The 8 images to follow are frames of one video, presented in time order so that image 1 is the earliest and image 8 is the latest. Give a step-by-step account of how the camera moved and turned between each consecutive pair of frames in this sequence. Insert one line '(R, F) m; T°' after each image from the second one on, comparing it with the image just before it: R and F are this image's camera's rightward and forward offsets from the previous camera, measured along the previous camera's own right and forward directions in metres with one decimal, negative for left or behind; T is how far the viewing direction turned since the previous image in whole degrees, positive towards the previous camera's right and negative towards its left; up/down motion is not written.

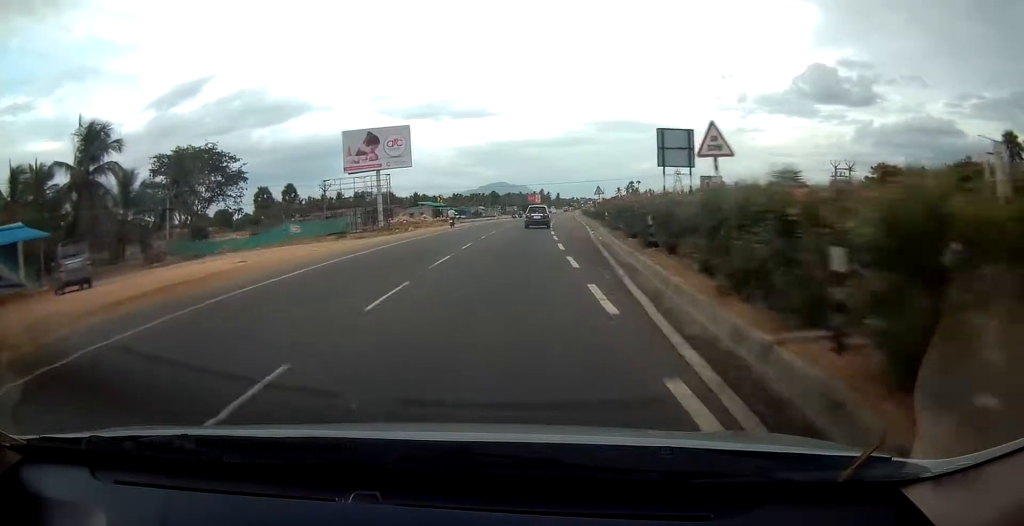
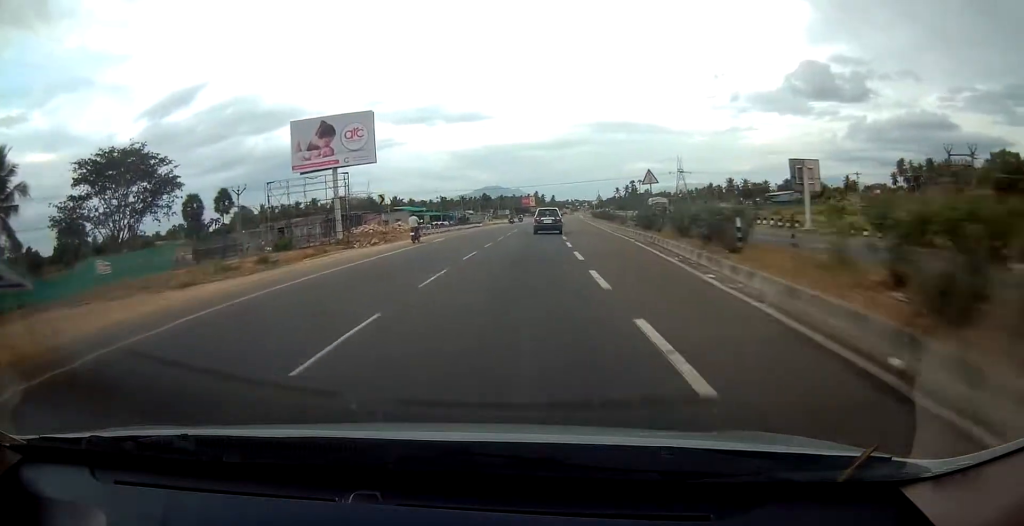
(+0.1, +21.4) m; 0°
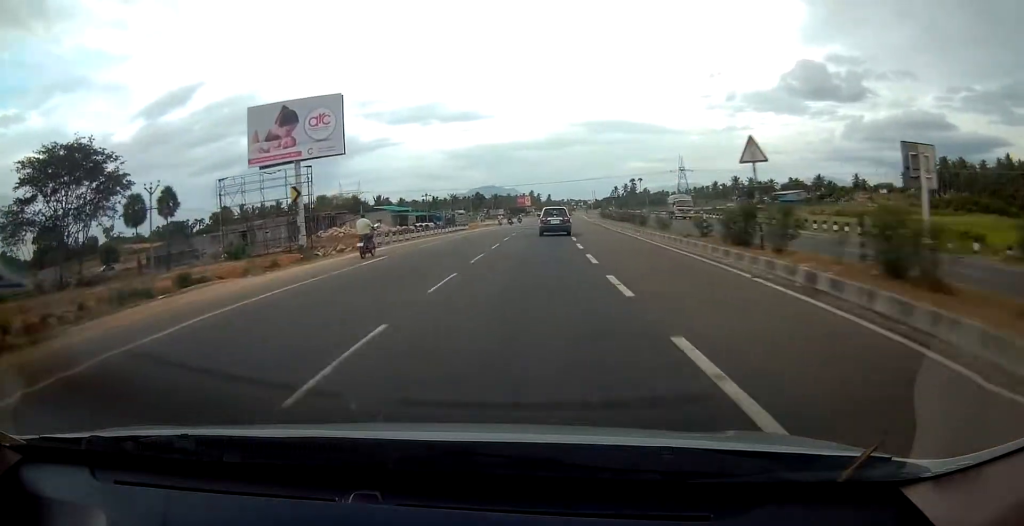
(-0.2, +12.9) m; 0°
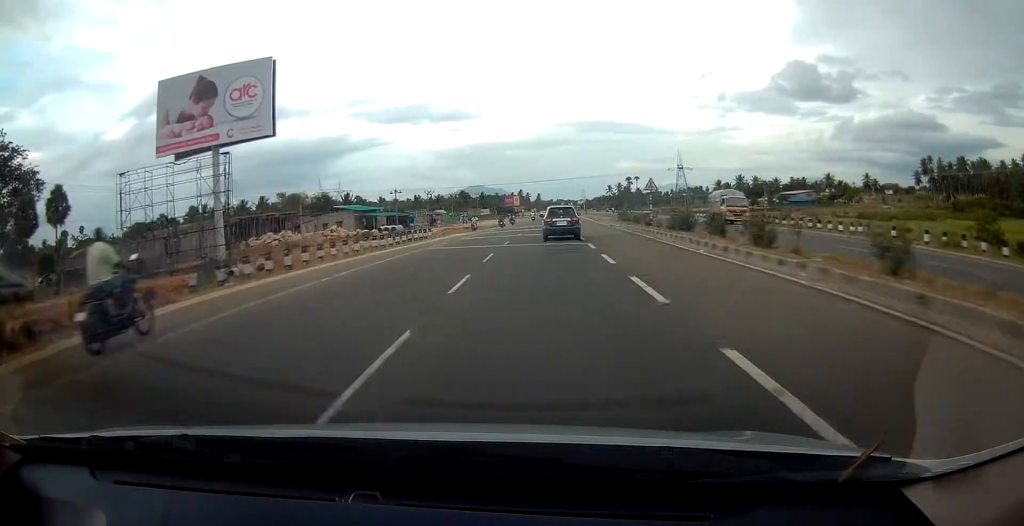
(+0.2, +18.3) m; +1°
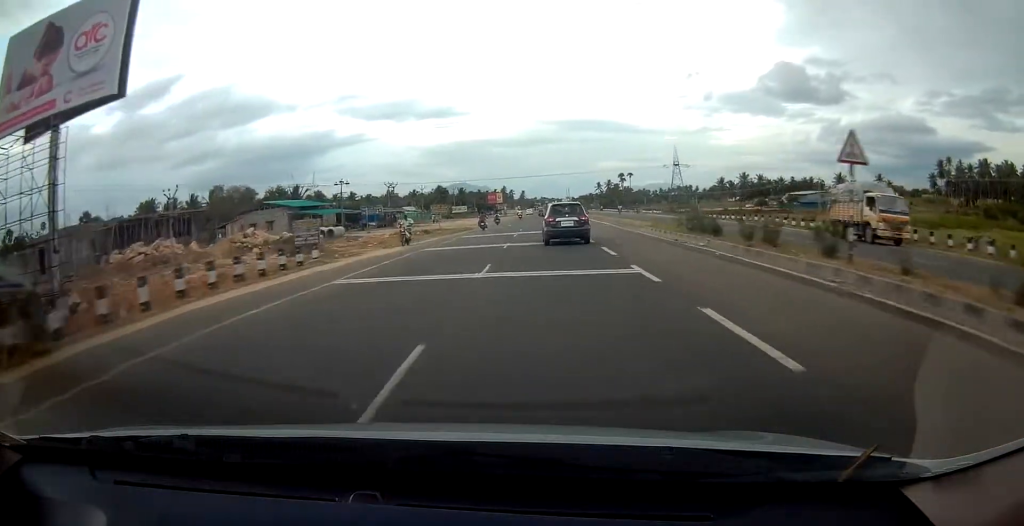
(+0.3, +21.9) m; +1°
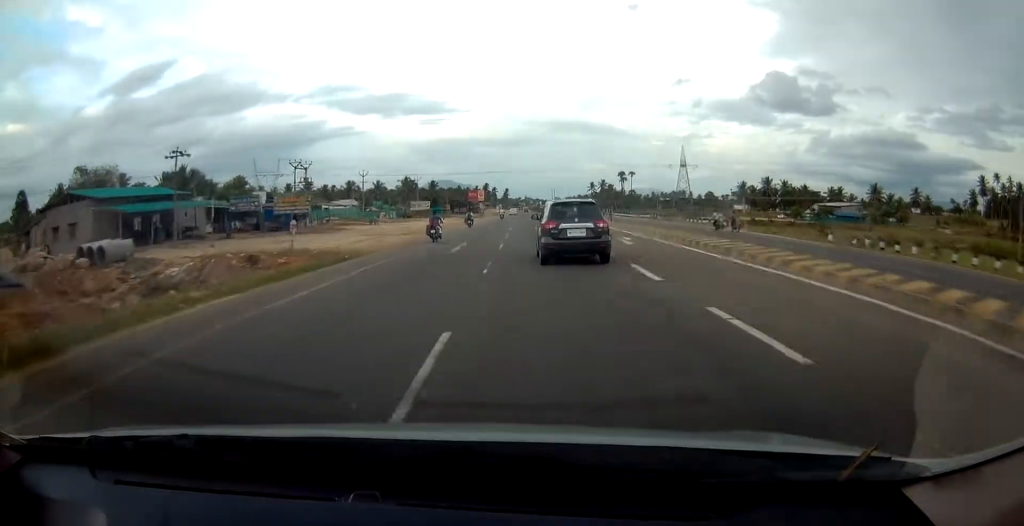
(+0.7, +35.7) m; +2°
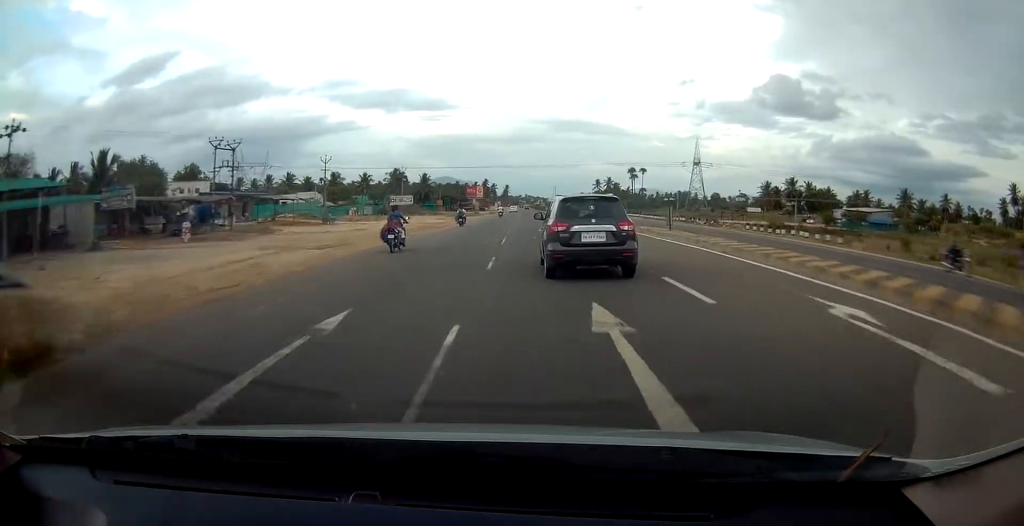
(+0.2, +18.2) m; 0°
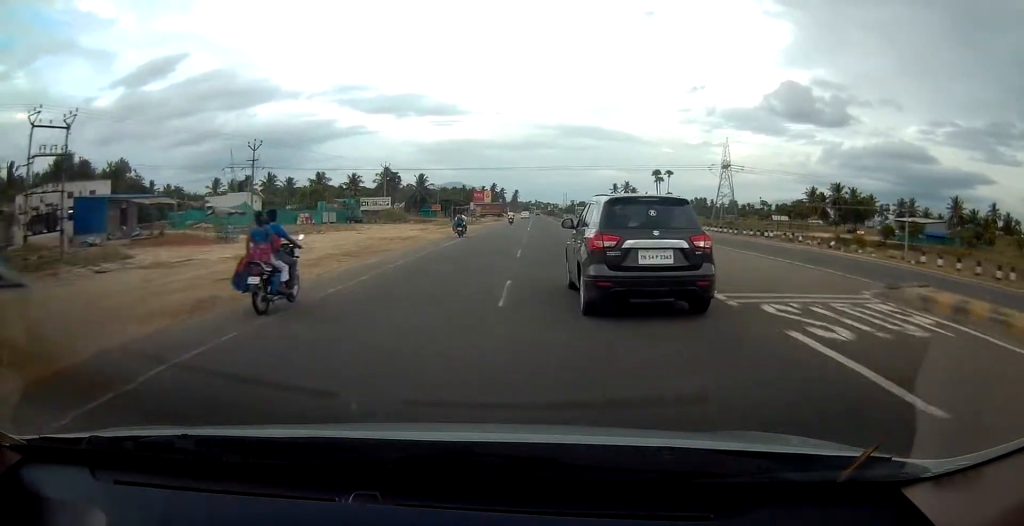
(-0.2, +22.9) m; -1°
